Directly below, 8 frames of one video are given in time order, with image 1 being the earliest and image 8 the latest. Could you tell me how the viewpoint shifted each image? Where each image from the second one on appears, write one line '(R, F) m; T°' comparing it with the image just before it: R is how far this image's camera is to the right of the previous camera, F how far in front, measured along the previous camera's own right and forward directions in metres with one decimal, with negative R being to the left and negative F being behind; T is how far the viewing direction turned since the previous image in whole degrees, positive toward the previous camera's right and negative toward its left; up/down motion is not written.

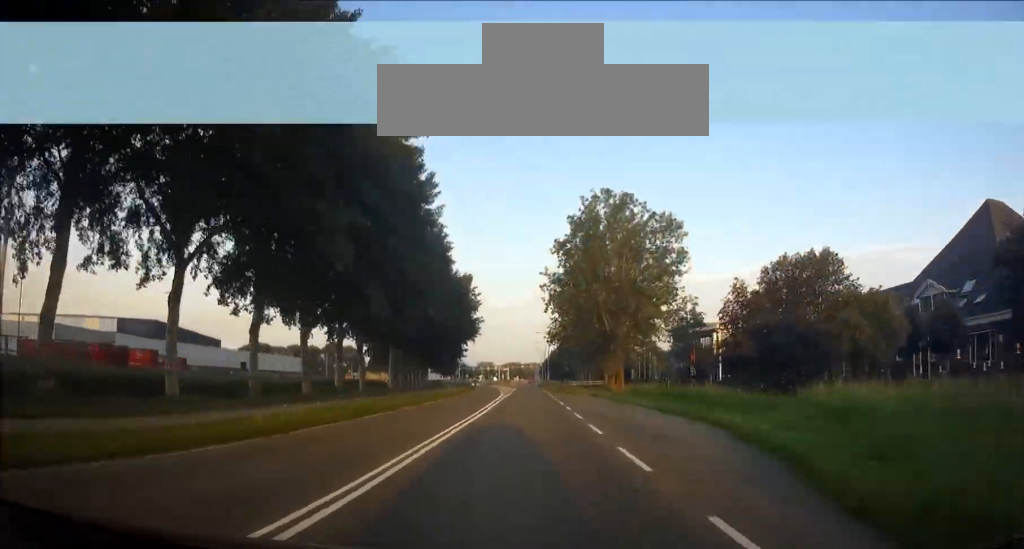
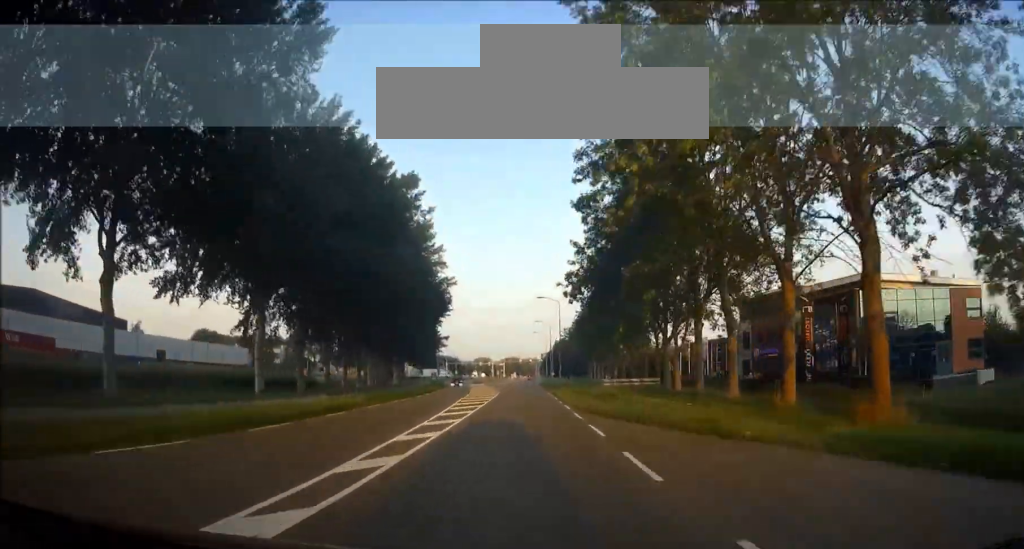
(+0.1, +43.8) m; 0°
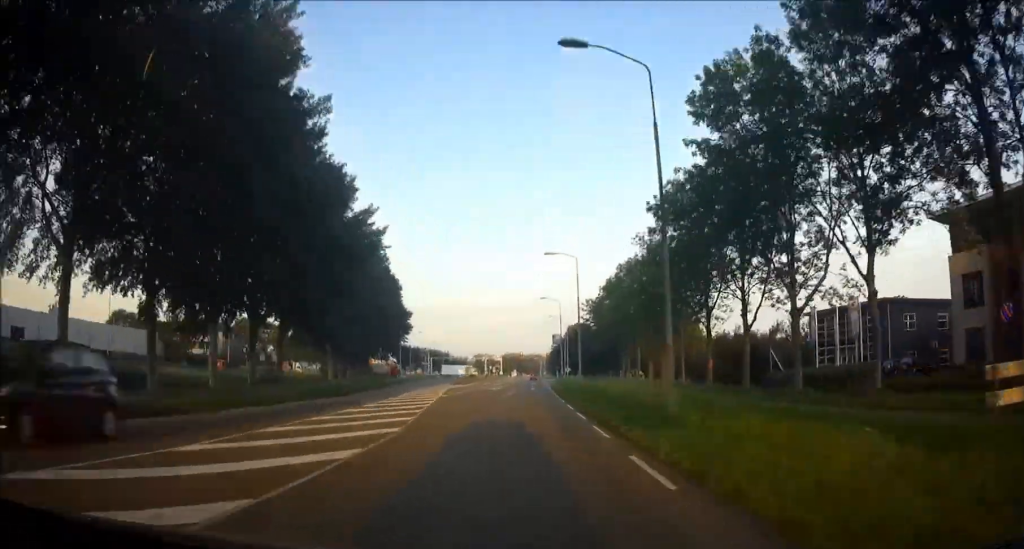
(-0.3, +48.6) m; 0°
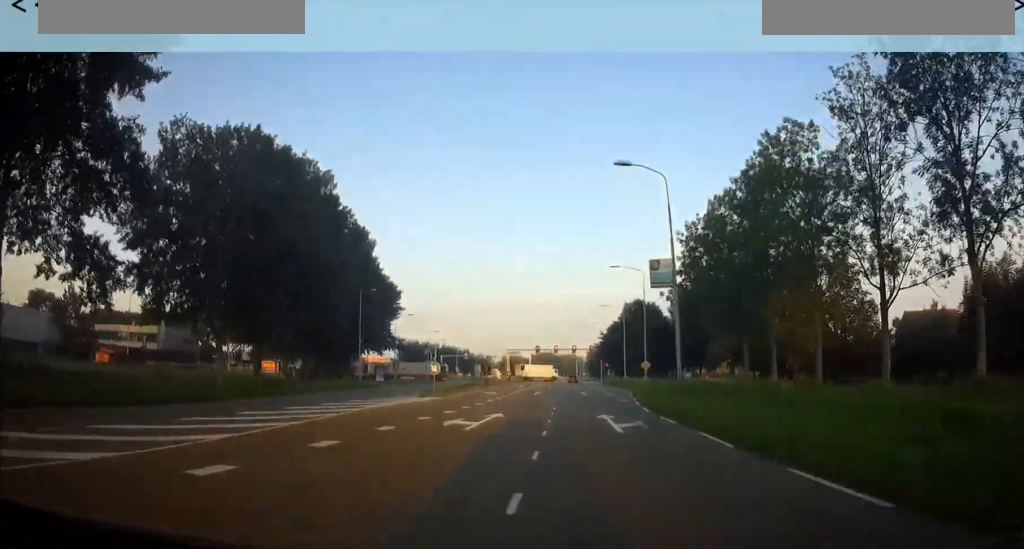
(0.0, +41.0) m; 0°
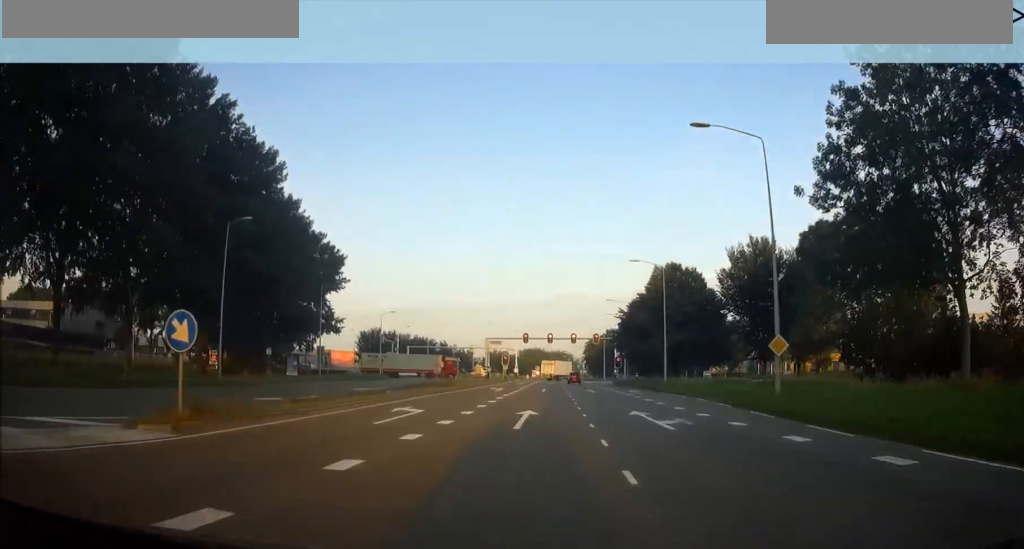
(-0.1, +27.2) m; 0°
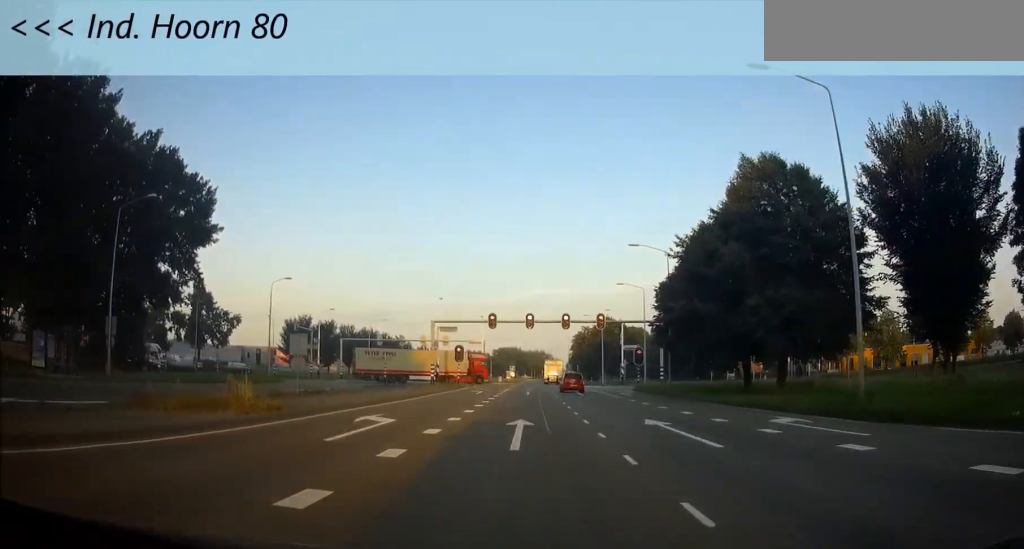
(+0.3, +30.0) m; +1°
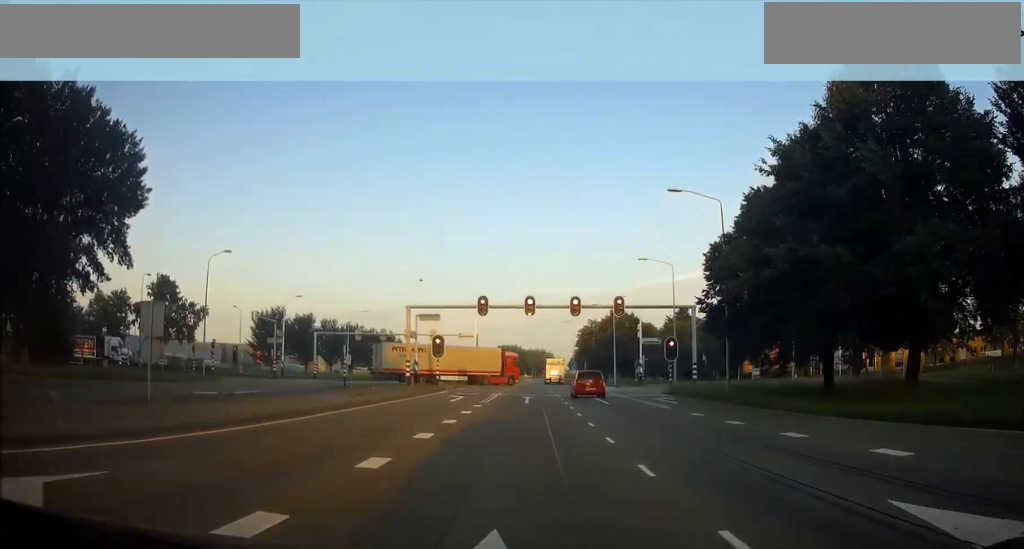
(+0.1, +11.5) m; 0°
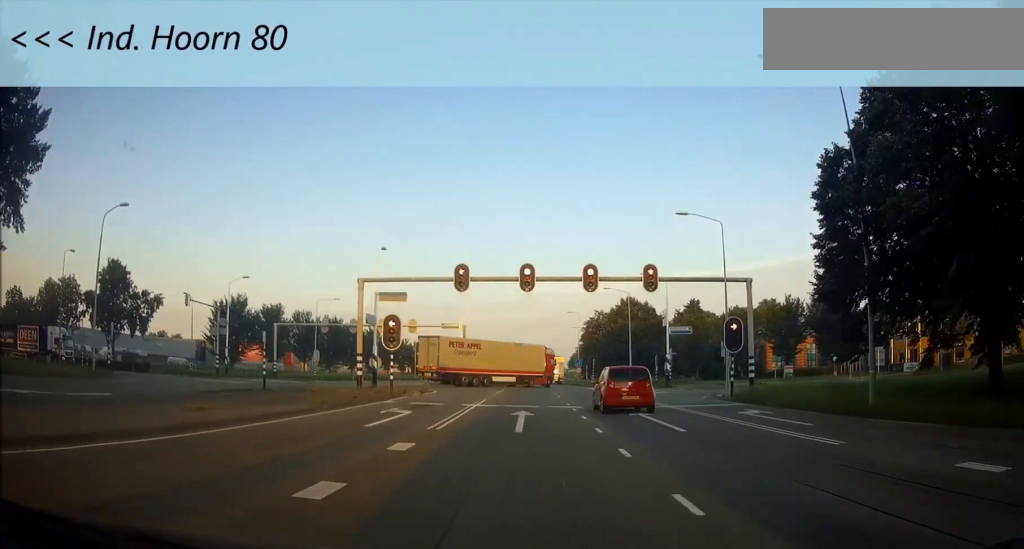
(+0.1, +14.9) m; 0°
